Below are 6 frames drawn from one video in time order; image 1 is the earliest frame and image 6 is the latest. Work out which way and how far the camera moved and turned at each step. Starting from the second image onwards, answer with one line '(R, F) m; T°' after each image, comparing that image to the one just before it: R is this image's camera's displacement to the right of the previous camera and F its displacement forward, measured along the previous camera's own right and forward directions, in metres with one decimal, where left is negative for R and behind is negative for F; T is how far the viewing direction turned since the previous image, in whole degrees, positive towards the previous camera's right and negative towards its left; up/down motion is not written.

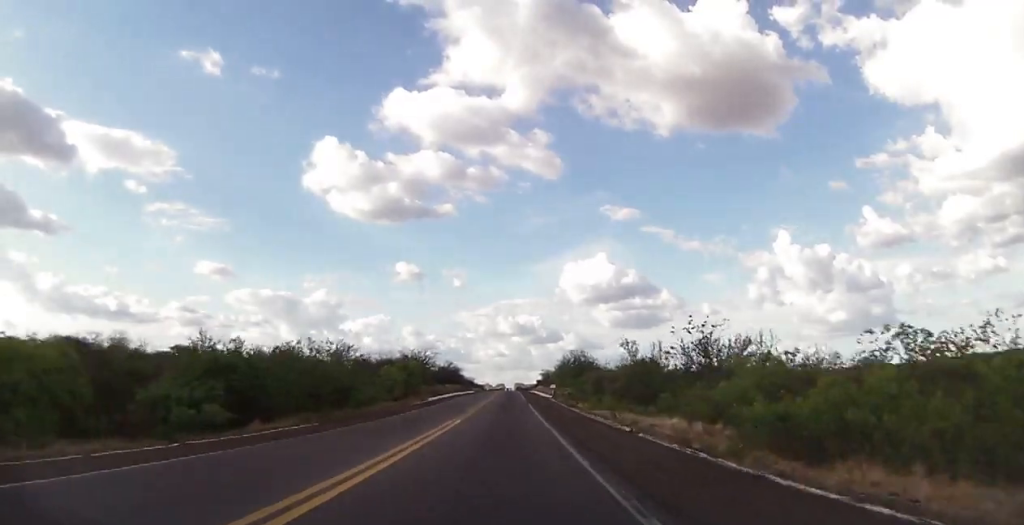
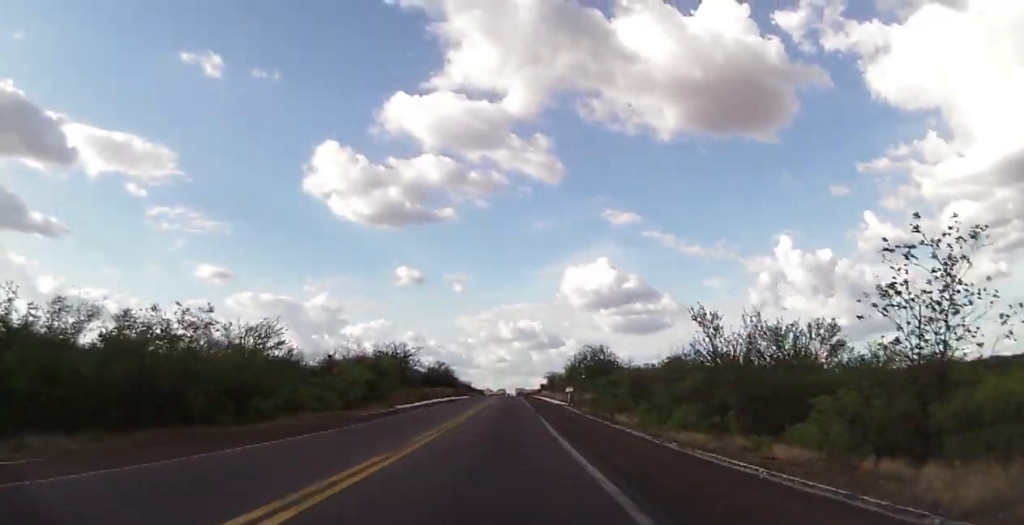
(0.0, +20.1) m; 0°
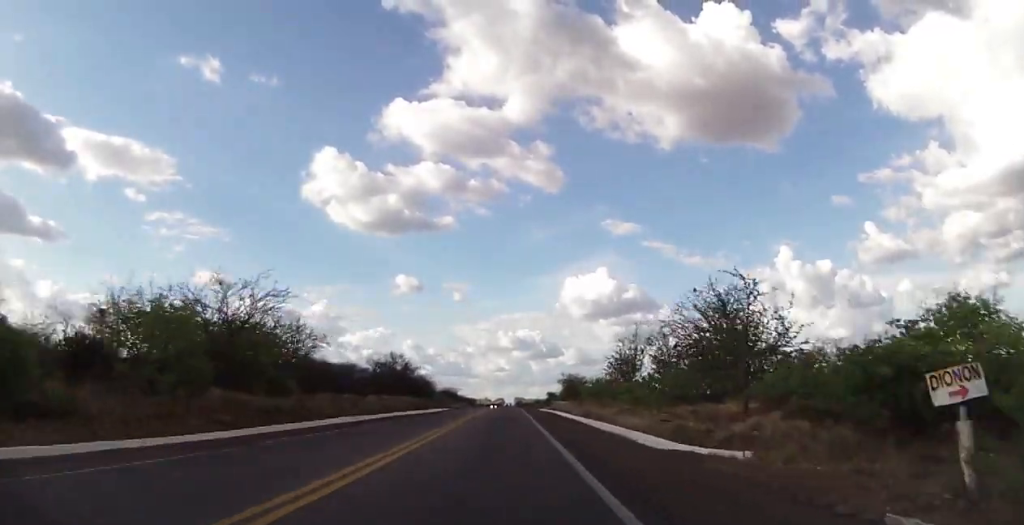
(-0.6, +47.7) m; 0°
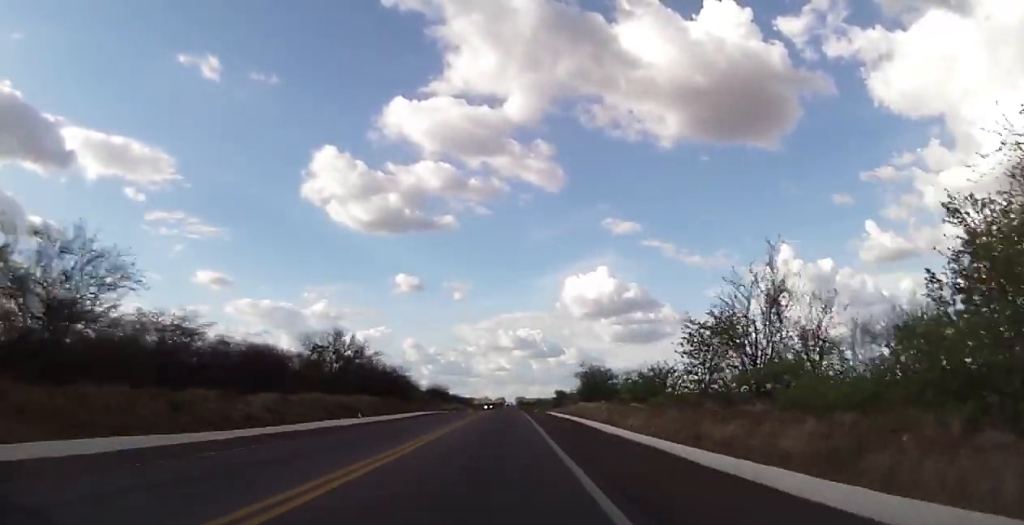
(+0.3, +25.5) m; +1°
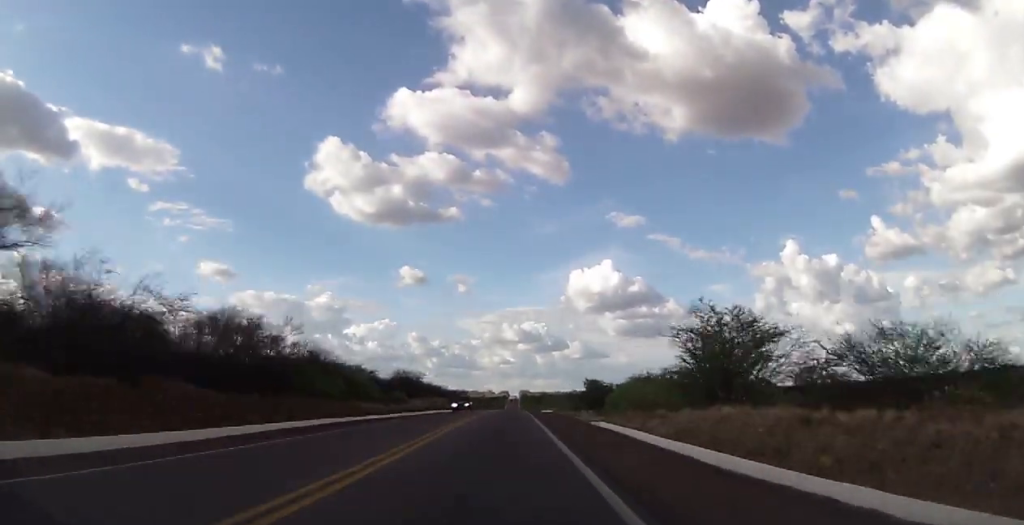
(+0.2, +44.6) m; 0°
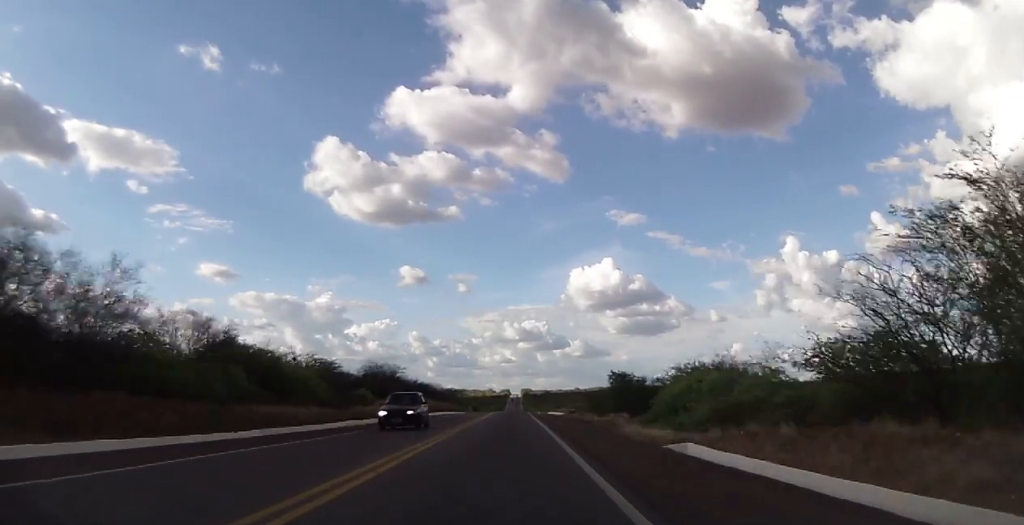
(0.0, +19.1) m; -1°
